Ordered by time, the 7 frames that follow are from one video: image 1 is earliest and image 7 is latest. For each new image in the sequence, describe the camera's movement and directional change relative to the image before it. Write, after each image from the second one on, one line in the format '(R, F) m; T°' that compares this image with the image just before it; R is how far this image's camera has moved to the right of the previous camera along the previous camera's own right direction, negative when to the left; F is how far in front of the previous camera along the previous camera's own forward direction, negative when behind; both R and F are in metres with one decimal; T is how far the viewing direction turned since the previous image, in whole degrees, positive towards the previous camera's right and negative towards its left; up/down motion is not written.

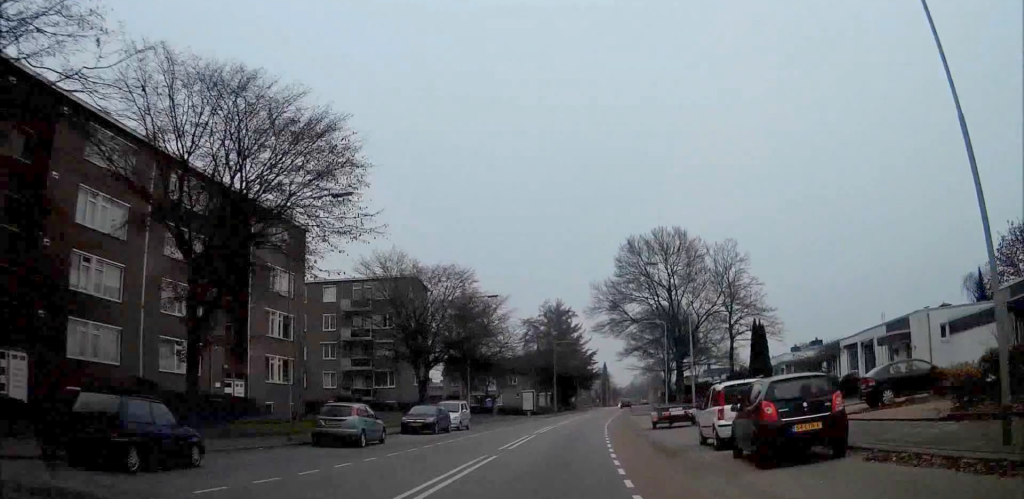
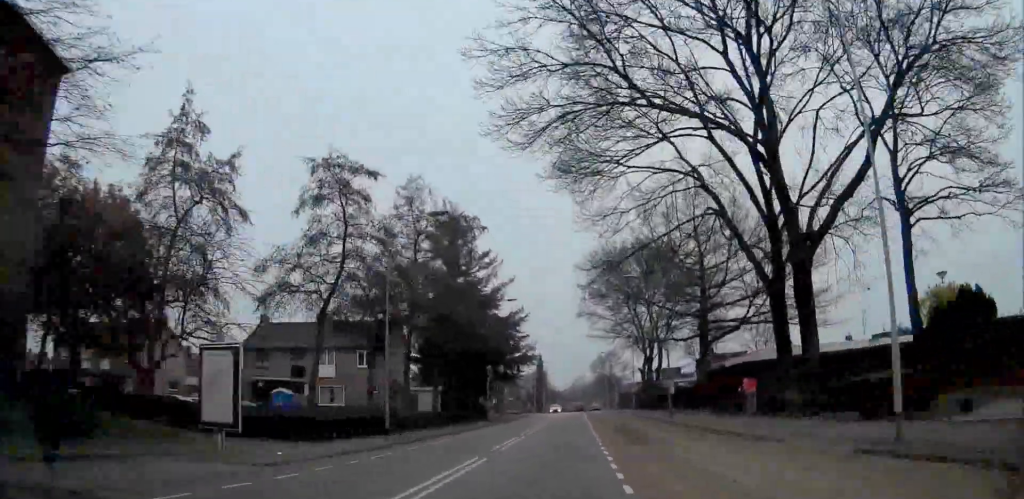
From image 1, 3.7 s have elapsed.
(+2.8, +58.0) m; +5°
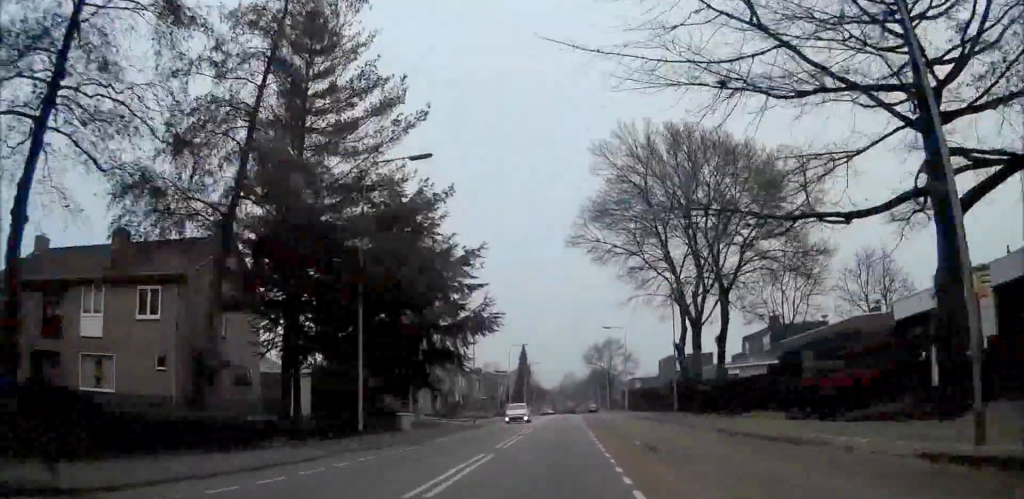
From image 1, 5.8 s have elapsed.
(+0.5, +33.3) m; +1°
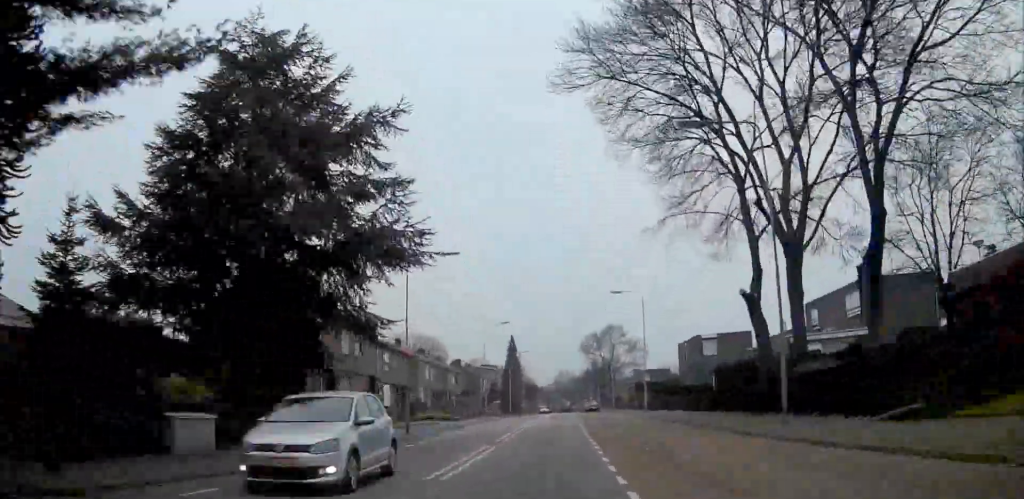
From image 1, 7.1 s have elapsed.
(0.0, +20.6) m; 0°
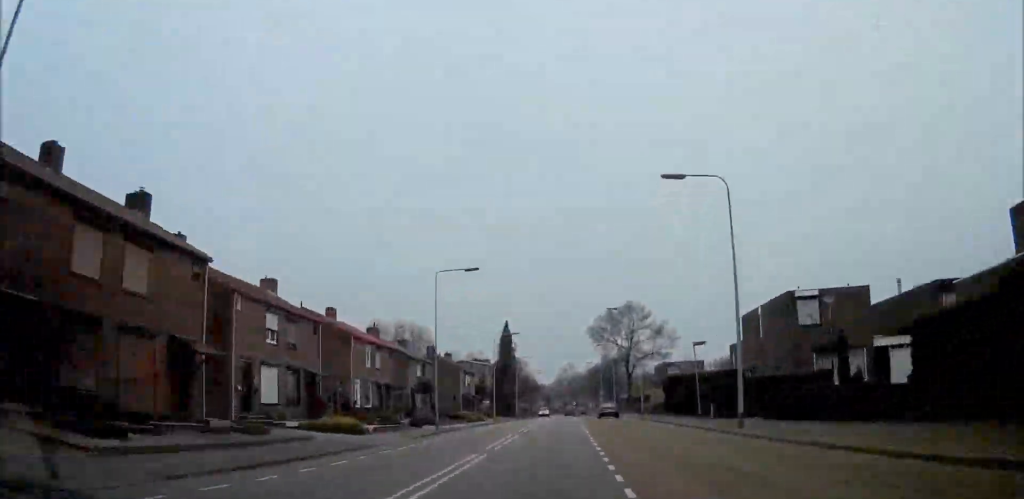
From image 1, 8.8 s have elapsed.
(0.0, +25.5) m; 0°
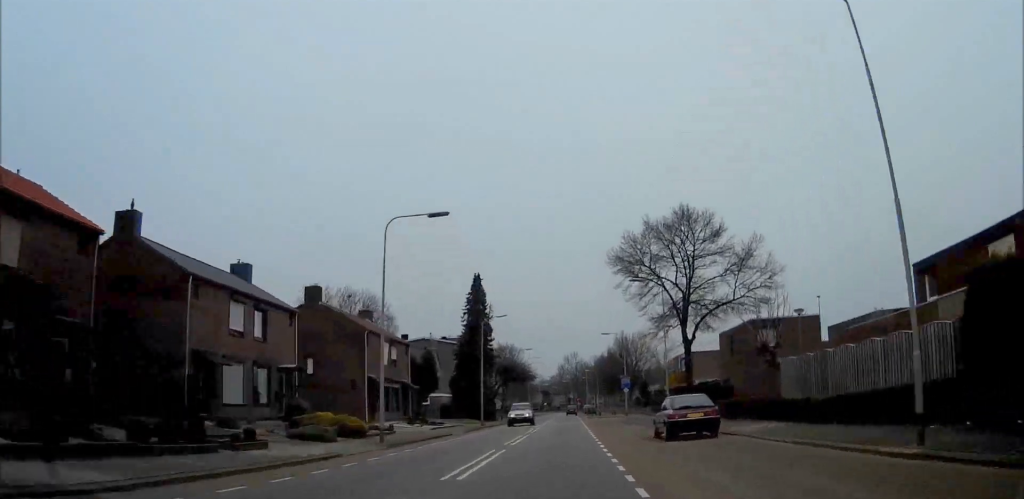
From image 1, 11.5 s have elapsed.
(-0.2, +41.4) m; 0°
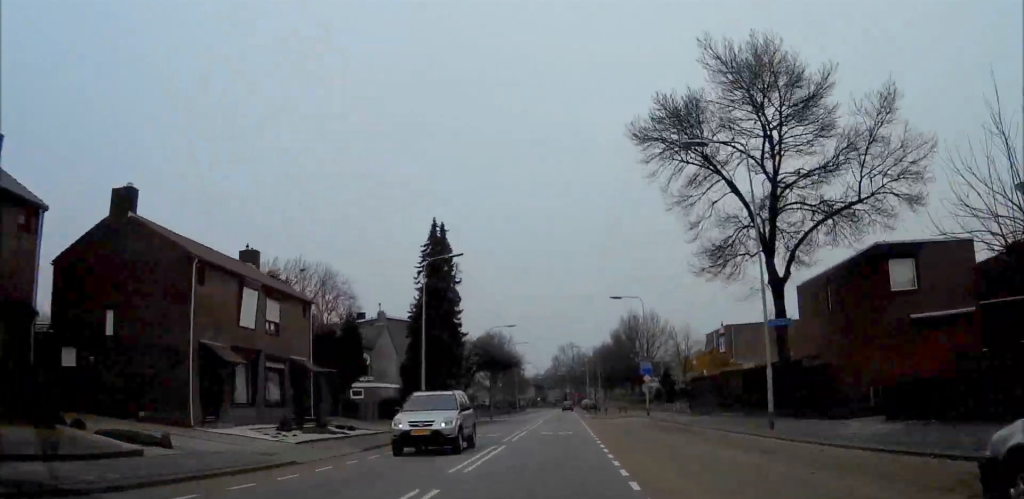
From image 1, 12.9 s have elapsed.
(+0.2, +21.2) m; 0°
